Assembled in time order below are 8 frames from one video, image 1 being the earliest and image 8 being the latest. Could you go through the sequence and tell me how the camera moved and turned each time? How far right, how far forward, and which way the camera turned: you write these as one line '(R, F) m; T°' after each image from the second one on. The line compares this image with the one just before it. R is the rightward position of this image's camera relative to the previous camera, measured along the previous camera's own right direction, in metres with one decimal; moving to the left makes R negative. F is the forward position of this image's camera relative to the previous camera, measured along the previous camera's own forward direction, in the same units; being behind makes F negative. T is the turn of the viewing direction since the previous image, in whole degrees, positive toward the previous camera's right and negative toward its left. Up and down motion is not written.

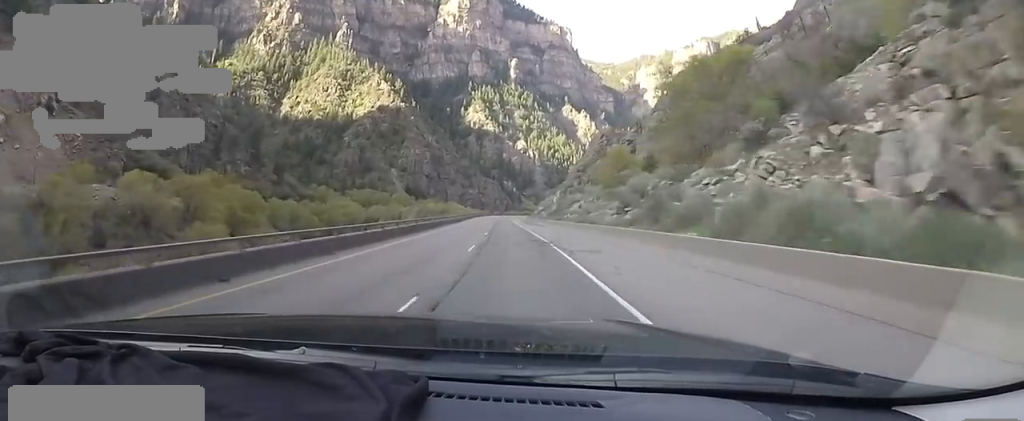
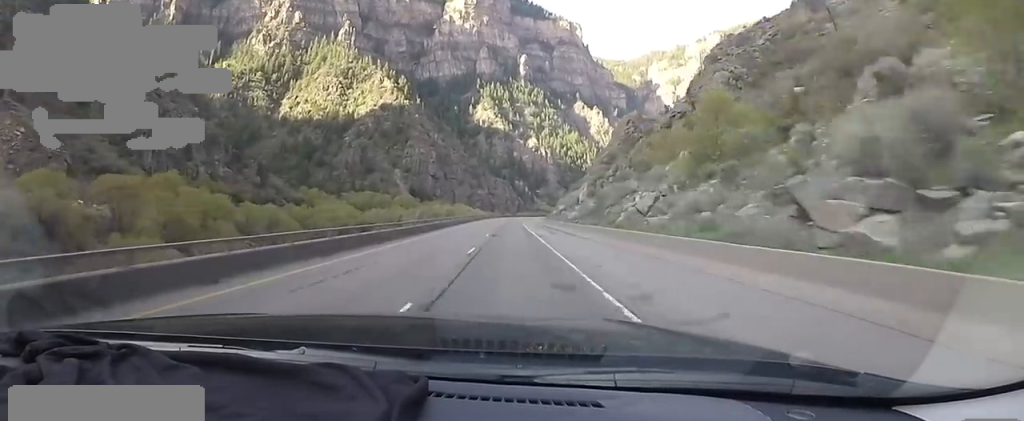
(+0.5, +25.2) m; -1°
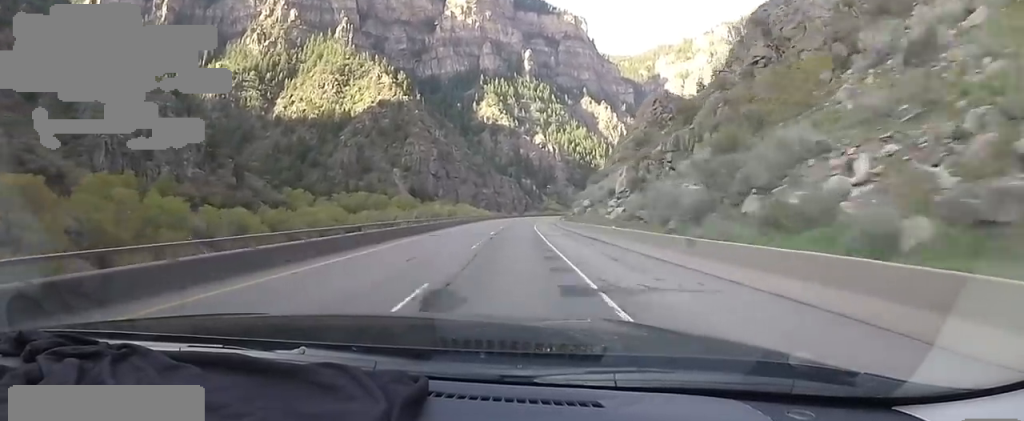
(-0.7, +23.4) m; -3°
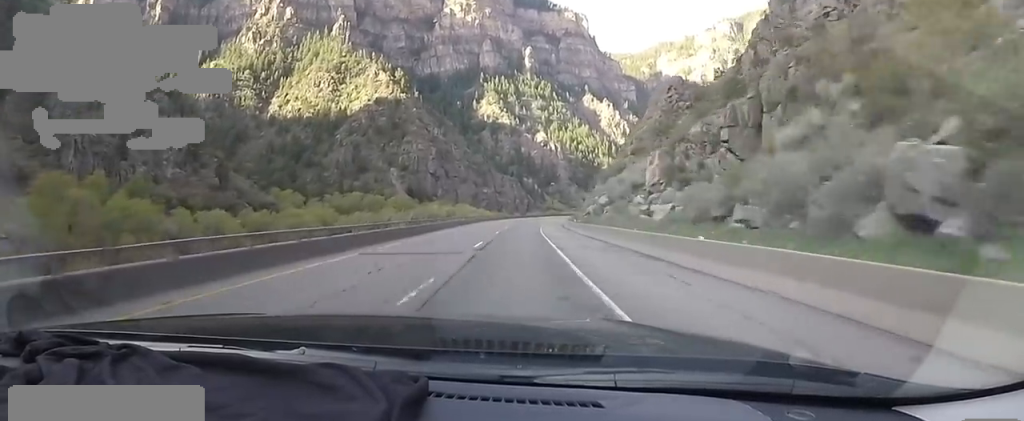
(-0.2, +11.7) m; 0°
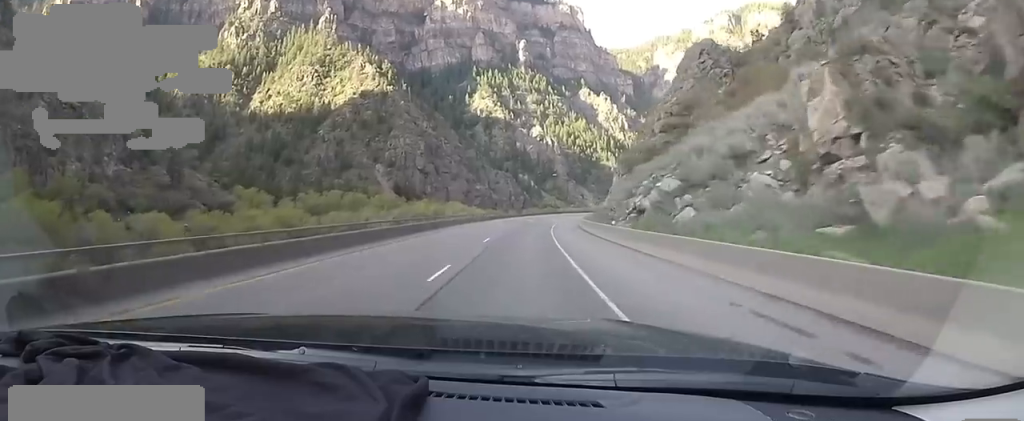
(-0.2, +23.4) m; +3°
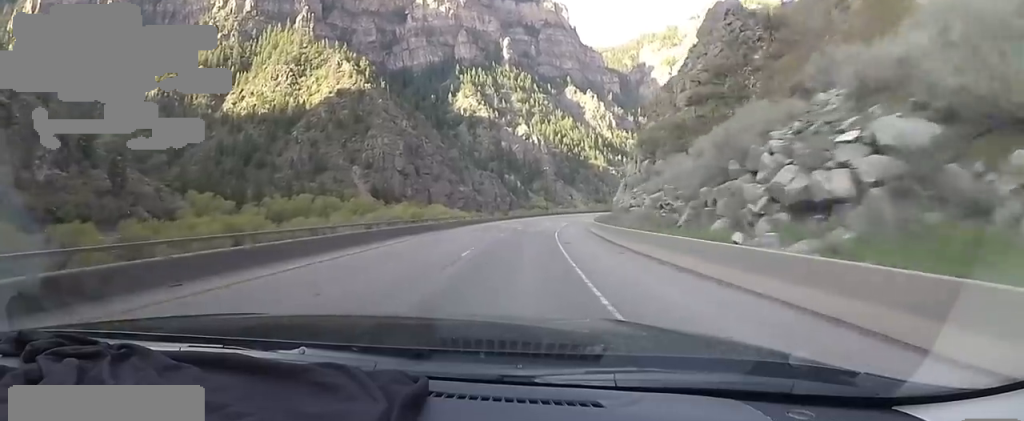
(+1.0, +18.3) m; +3°
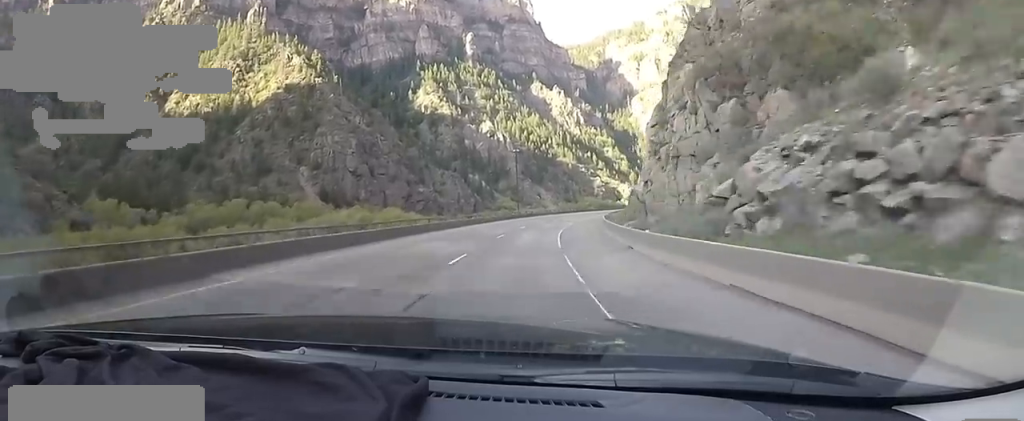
(+0.2, +26.6) m; +3°
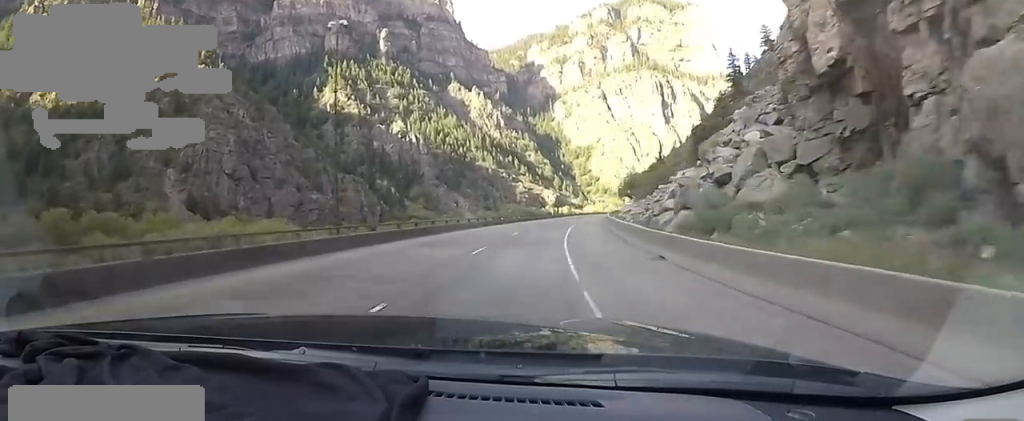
(+3.2, +44.6) m; +8°
